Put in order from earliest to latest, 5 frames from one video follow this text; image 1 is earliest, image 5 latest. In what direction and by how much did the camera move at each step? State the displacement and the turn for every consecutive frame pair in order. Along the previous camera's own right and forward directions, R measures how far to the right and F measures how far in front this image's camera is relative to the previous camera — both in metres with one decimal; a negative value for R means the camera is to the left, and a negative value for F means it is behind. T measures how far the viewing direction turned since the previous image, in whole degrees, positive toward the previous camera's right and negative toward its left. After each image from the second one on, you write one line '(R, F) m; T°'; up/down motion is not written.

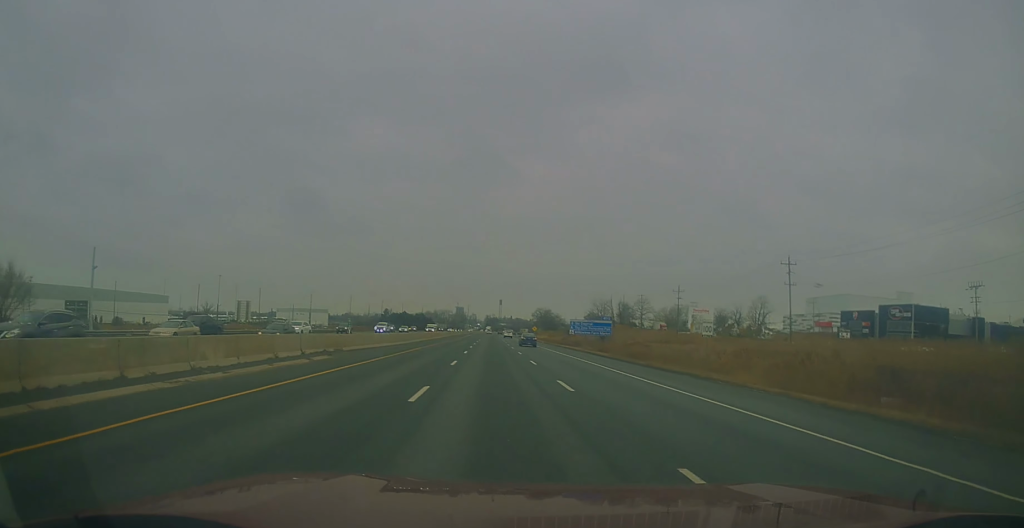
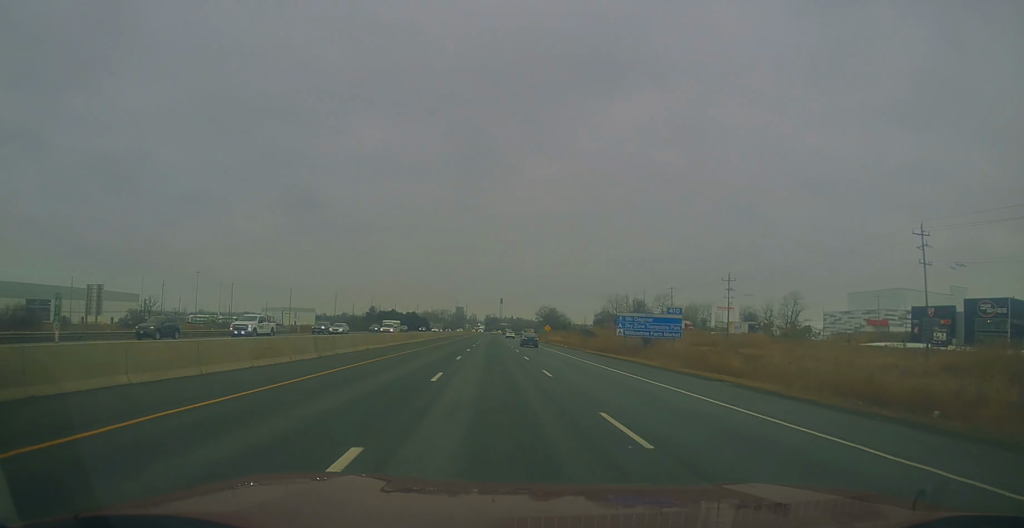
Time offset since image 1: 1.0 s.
(-0.1, +33.2) m; 0°
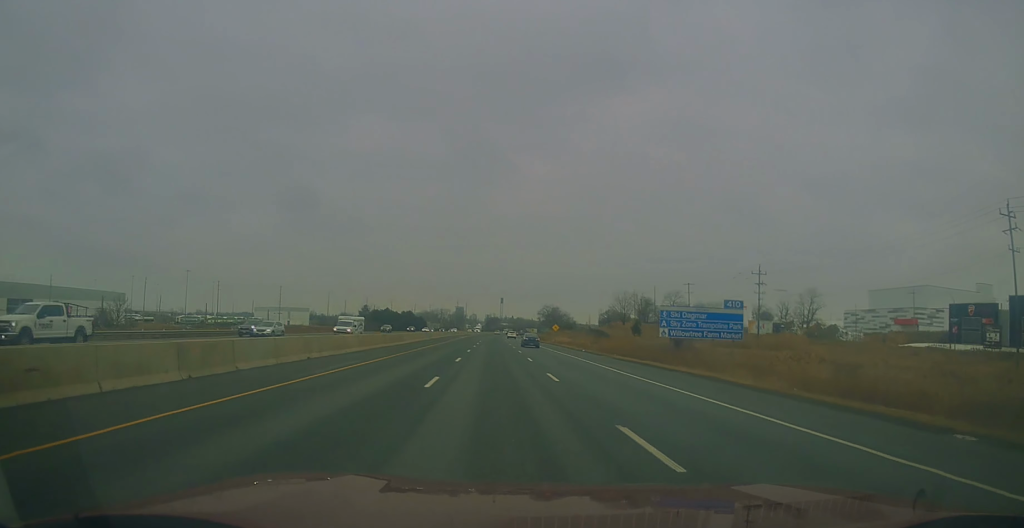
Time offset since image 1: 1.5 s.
(+0.4, +13.9) m; 0°
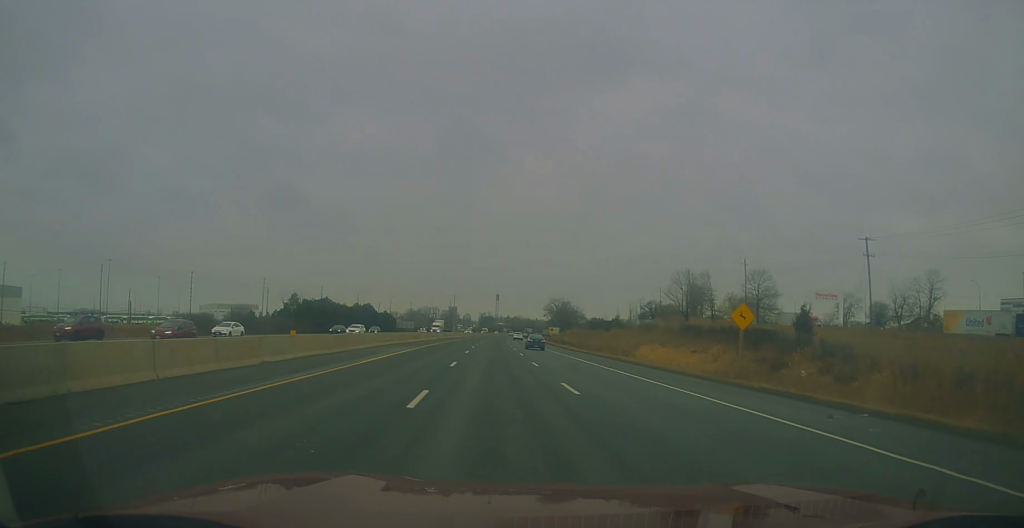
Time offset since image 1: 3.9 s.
(-0.4, +77.0) m; -1°
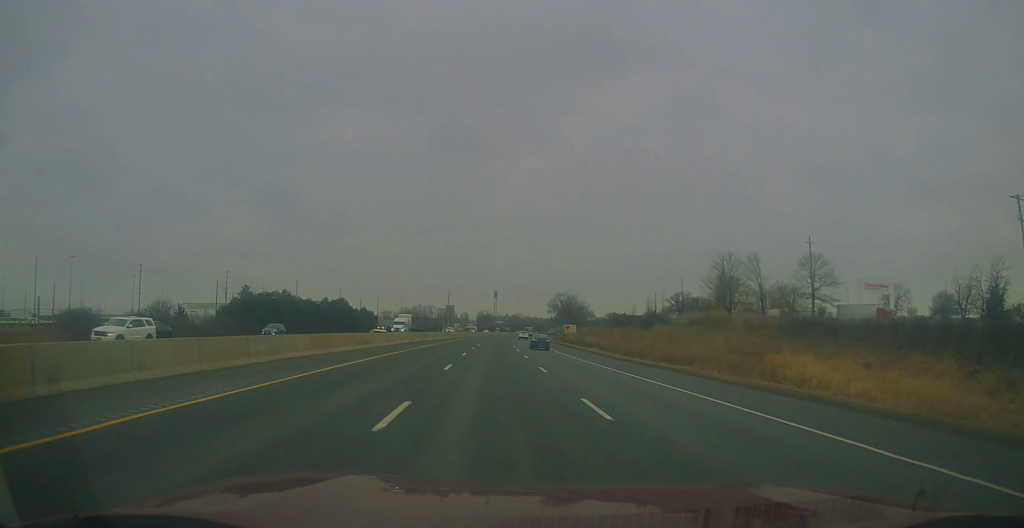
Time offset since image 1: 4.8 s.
(-0.5, +28.9) m; 0°
